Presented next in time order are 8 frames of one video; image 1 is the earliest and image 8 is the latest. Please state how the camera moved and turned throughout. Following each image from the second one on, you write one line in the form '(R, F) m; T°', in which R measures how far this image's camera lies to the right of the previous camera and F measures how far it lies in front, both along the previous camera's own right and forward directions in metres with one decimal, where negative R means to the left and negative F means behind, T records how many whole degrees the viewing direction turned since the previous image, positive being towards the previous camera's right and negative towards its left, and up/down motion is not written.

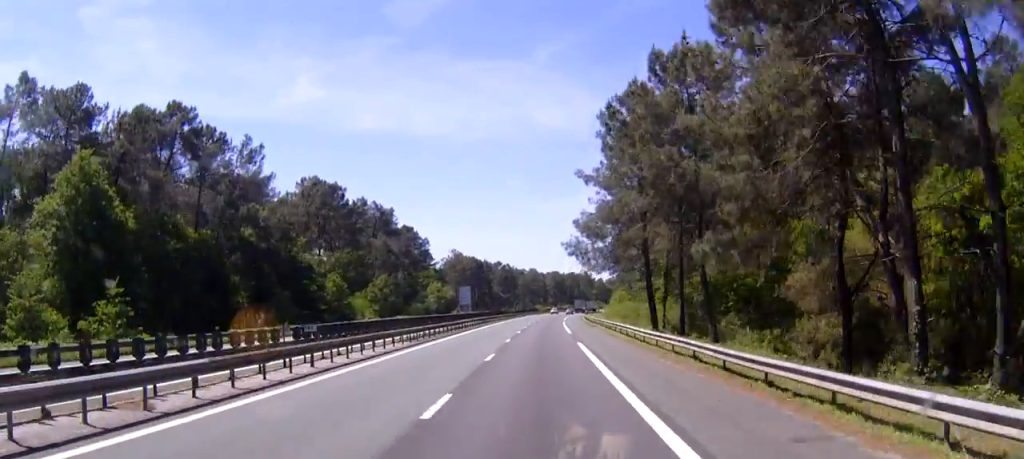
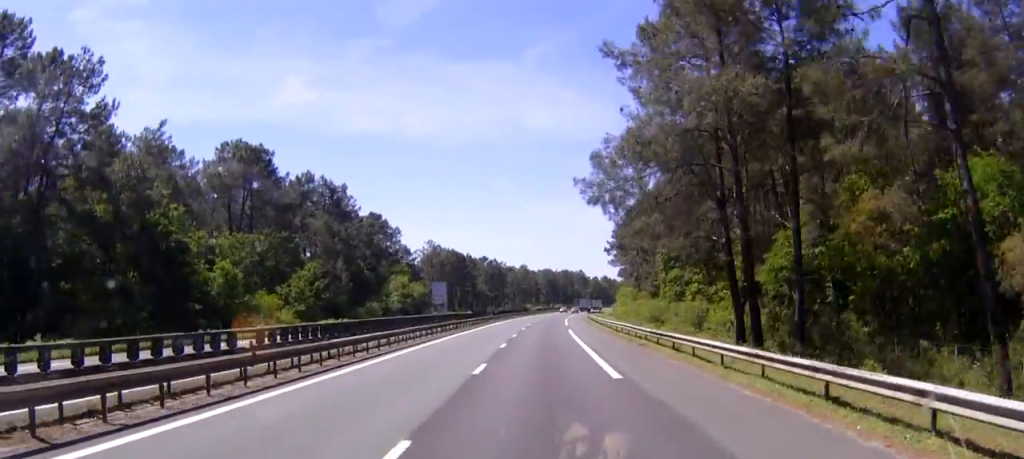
(0.0, +31.5) m; 0°
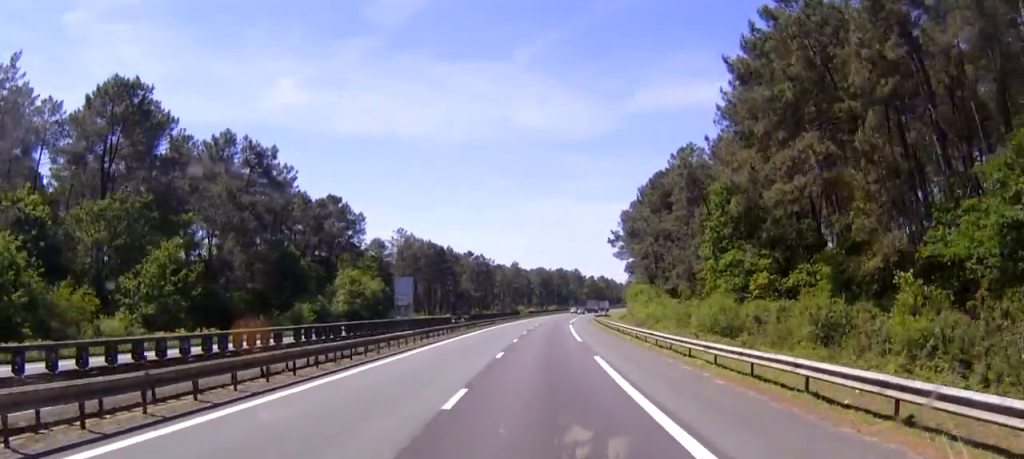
(0.0, +30.7) m; +1°
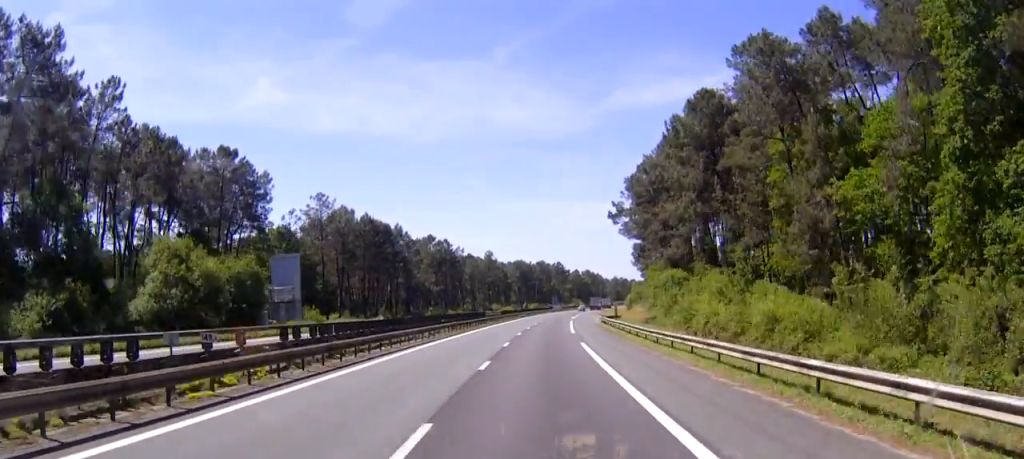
(+0.8, +44.8) m; +2°
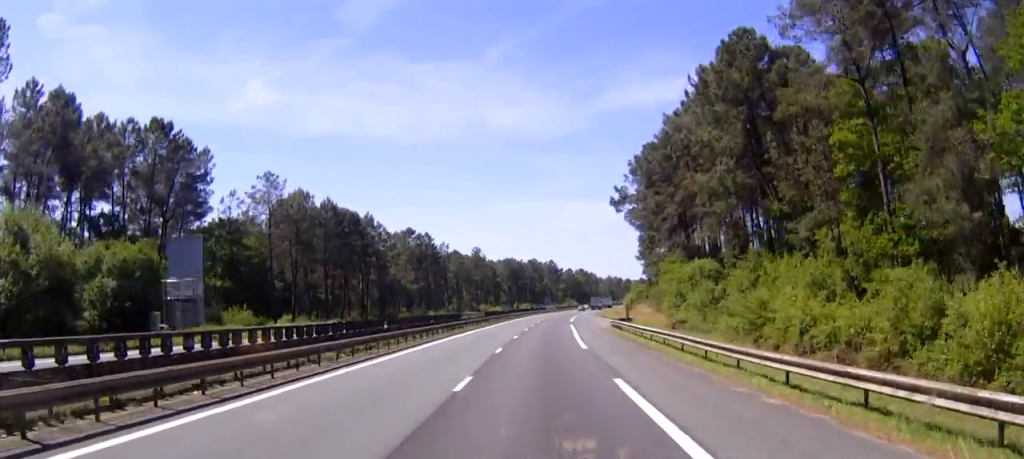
(0.0, +18.4) m; +1°
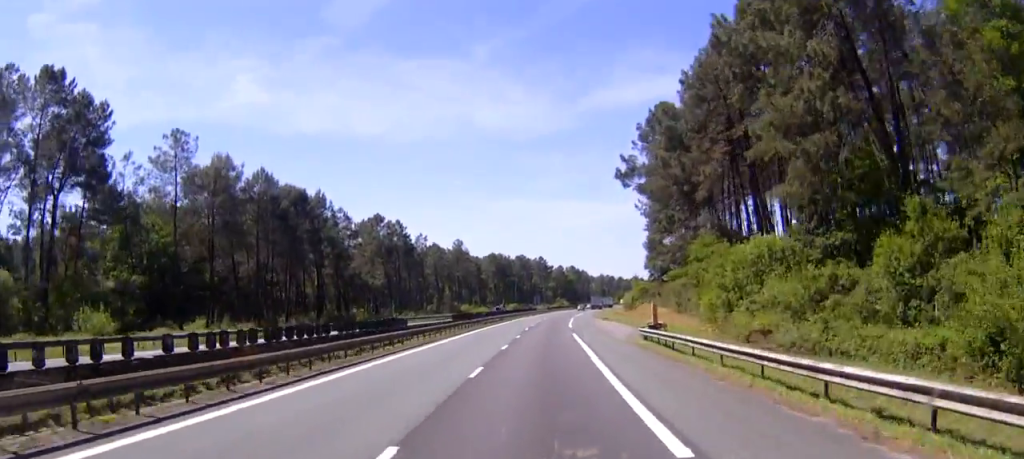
(+0.2, +22.6) m; +1°
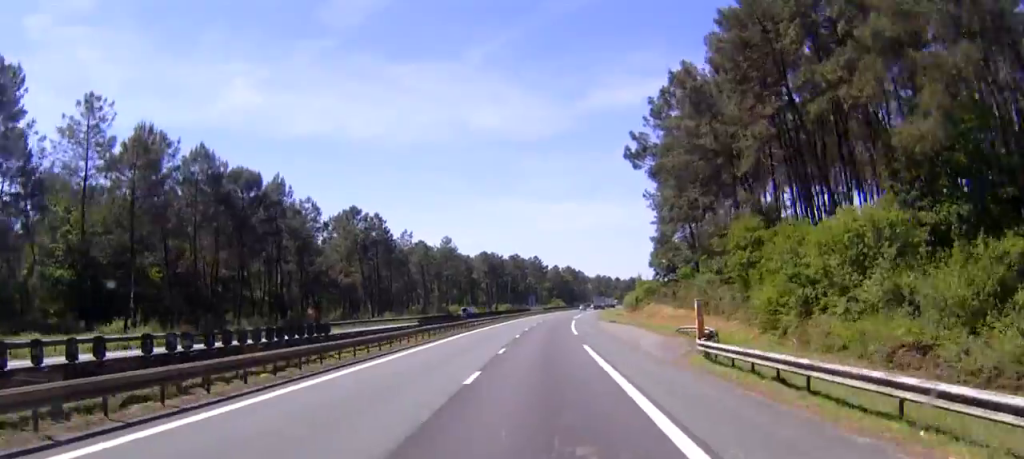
(0.0, +15.0) m; +1°
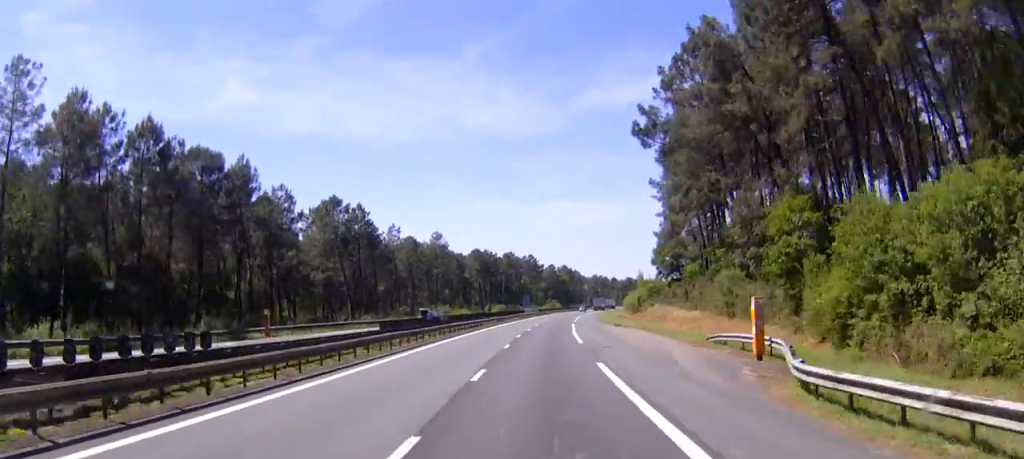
(-0.1, +10.1) m; 0°
